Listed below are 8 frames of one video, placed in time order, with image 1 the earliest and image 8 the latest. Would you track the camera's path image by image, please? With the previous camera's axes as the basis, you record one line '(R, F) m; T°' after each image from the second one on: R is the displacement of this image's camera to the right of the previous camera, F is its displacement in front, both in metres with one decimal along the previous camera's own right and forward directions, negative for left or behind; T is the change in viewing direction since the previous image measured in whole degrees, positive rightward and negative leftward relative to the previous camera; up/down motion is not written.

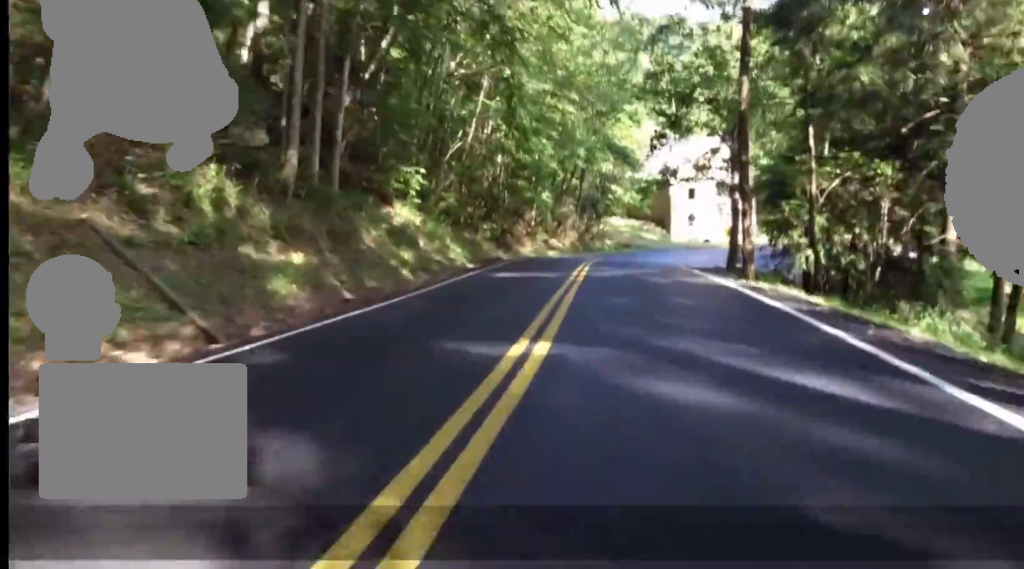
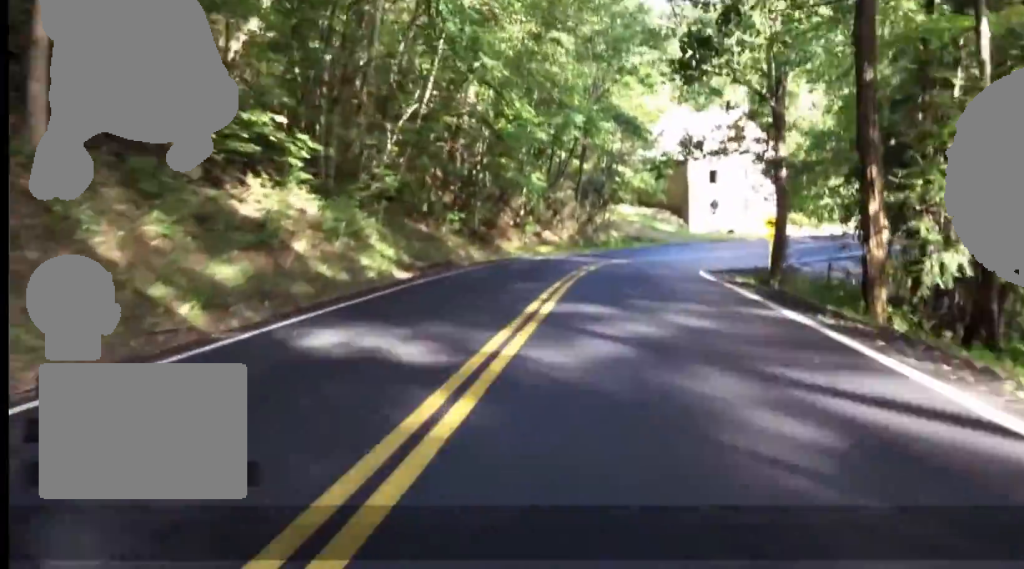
(+0.5, +11.1) m; +3°
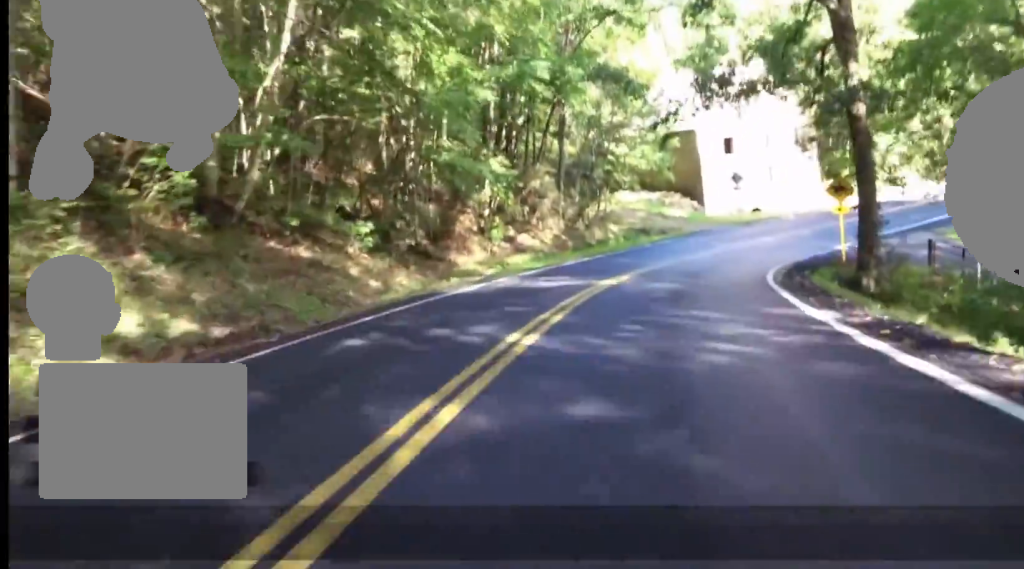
(+0.2, +12.2) m; +8°
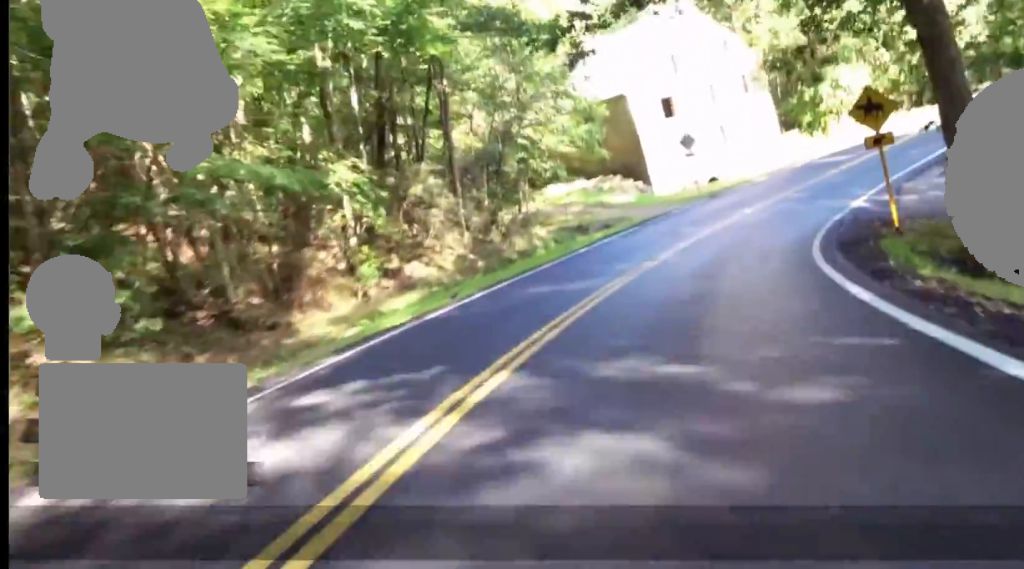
(+1.0, +10.2) m; +9°
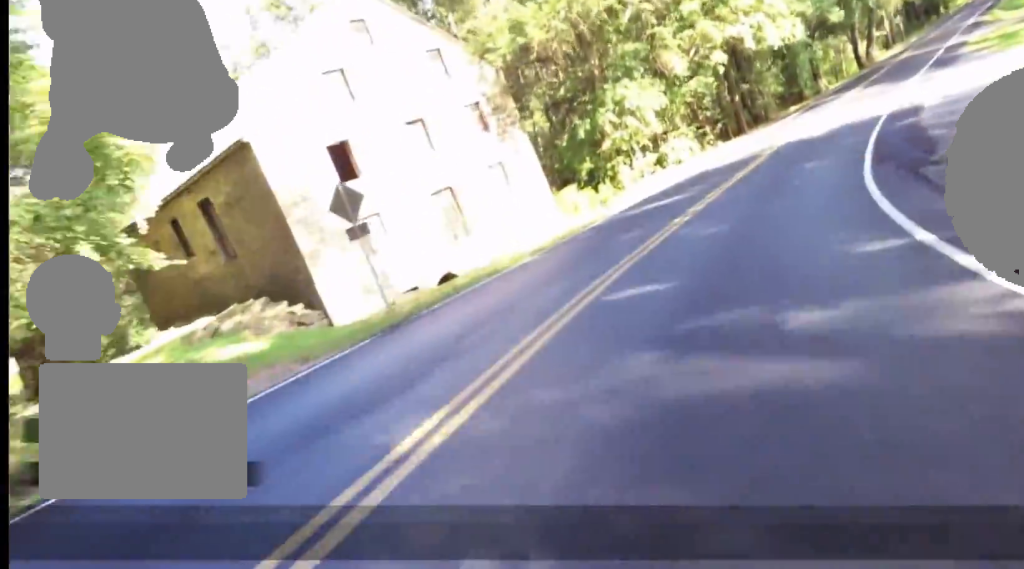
(+2.0, +20.3) m; +7°
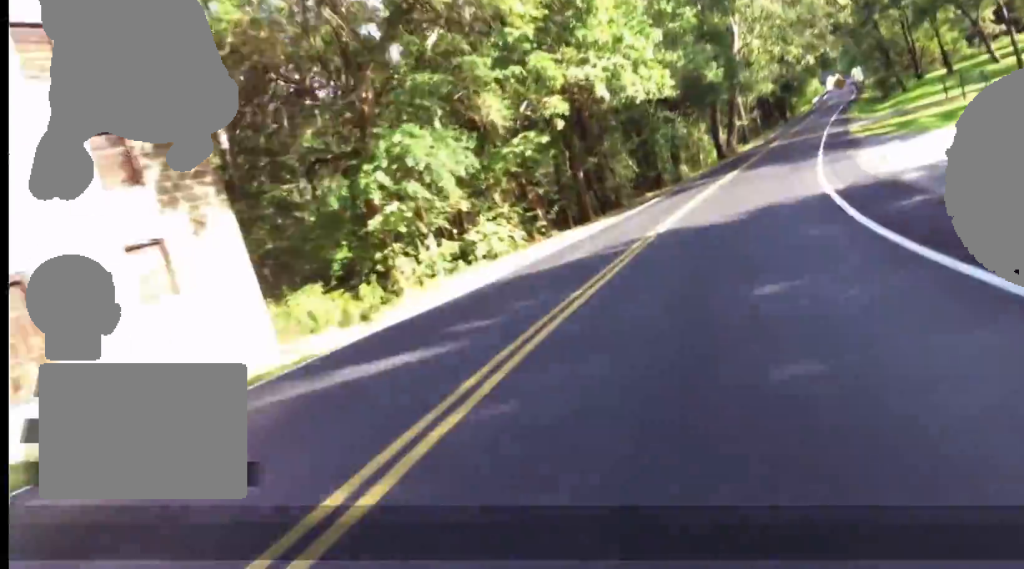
(0.0, +12.1) m; +14°
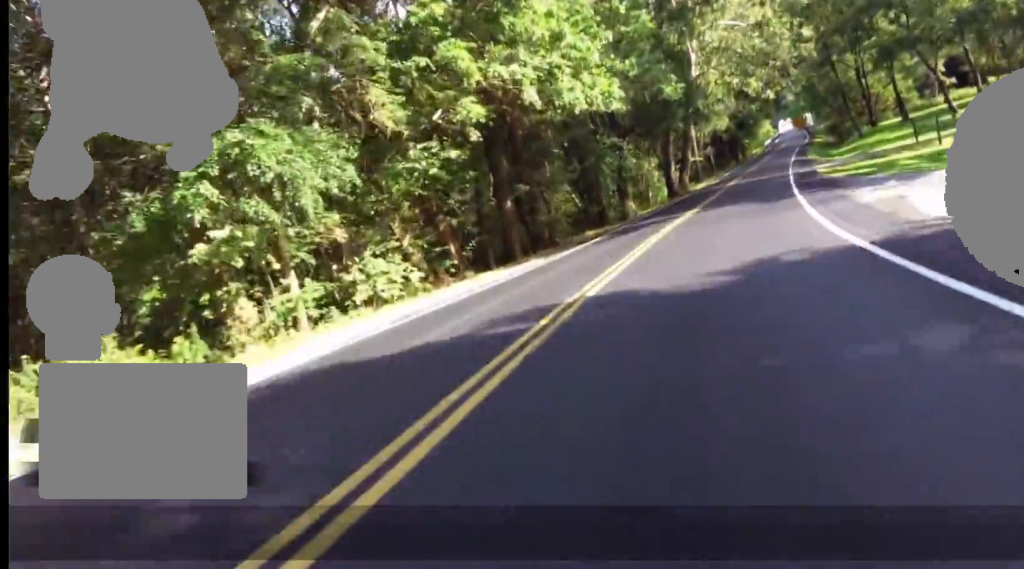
(+1.4, +5.5) m; +8°
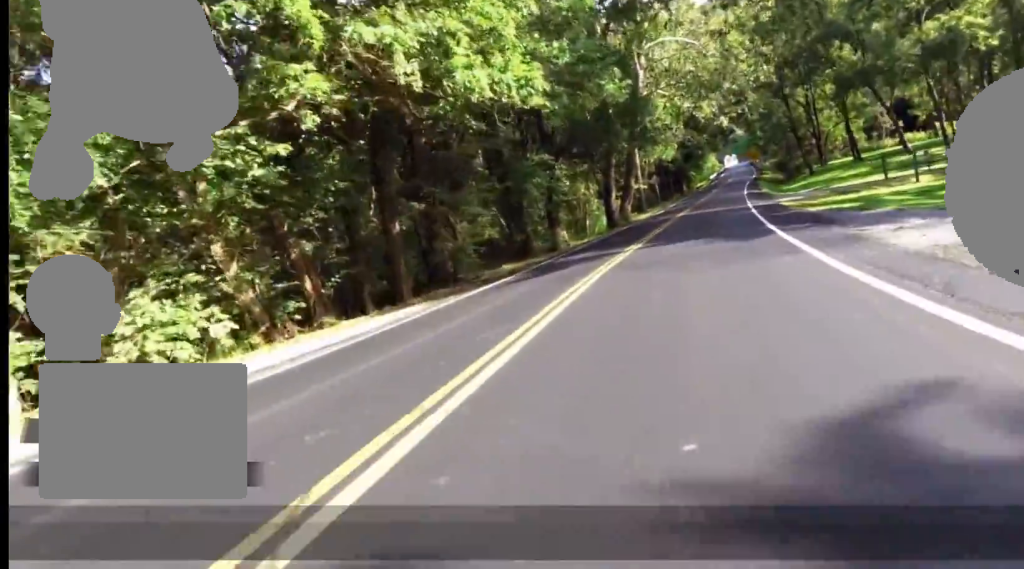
(+0.7, +6.5) m; +9°
